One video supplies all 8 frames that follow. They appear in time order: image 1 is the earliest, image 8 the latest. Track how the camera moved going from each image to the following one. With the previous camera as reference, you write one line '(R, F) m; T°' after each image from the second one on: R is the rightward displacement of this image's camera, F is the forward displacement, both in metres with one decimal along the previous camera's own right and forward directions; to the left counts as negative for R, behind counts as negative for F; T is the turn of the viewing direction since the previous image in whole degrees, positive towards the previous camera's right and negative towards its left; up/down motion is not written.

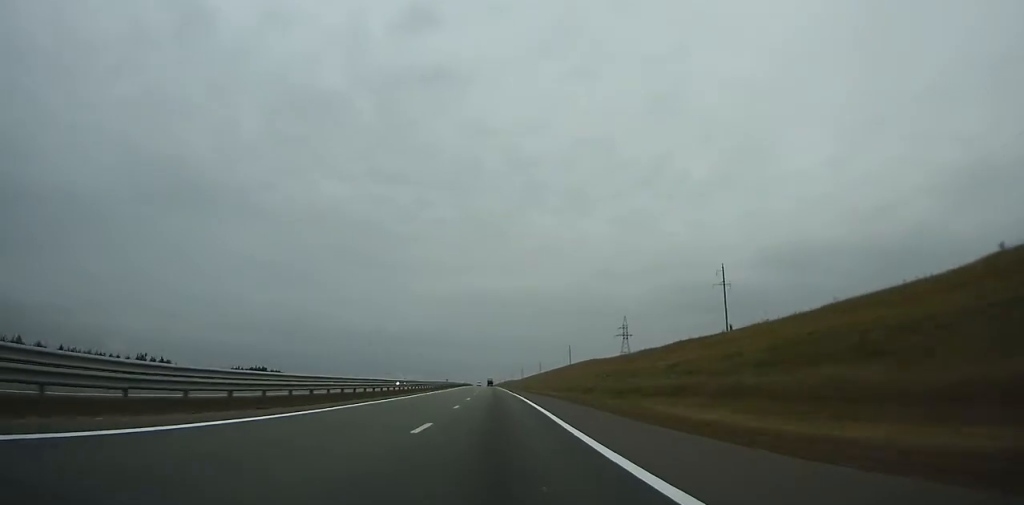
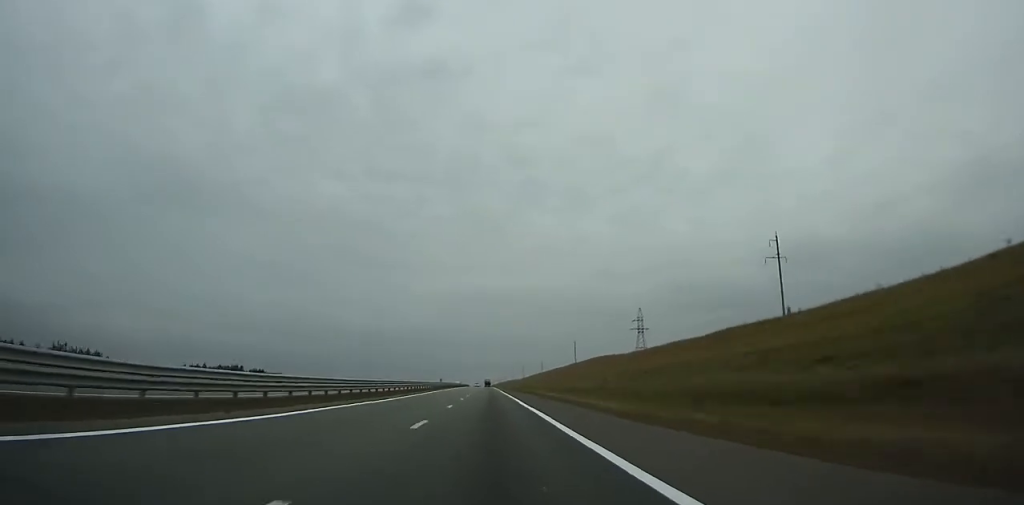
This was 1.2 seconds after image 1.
(+0.2, +34.6) m; 0°
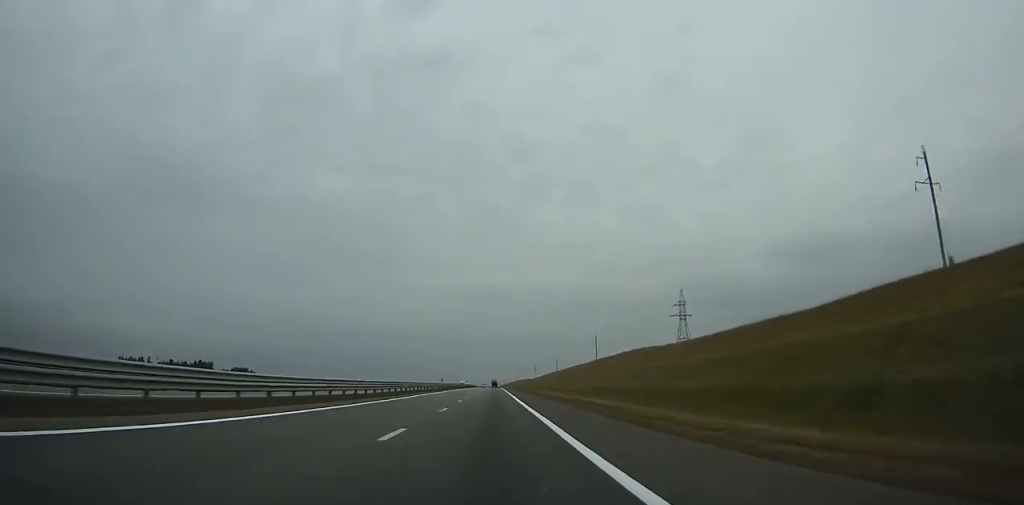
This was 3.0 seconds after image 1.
(-0.3, +51.5) m; 0°
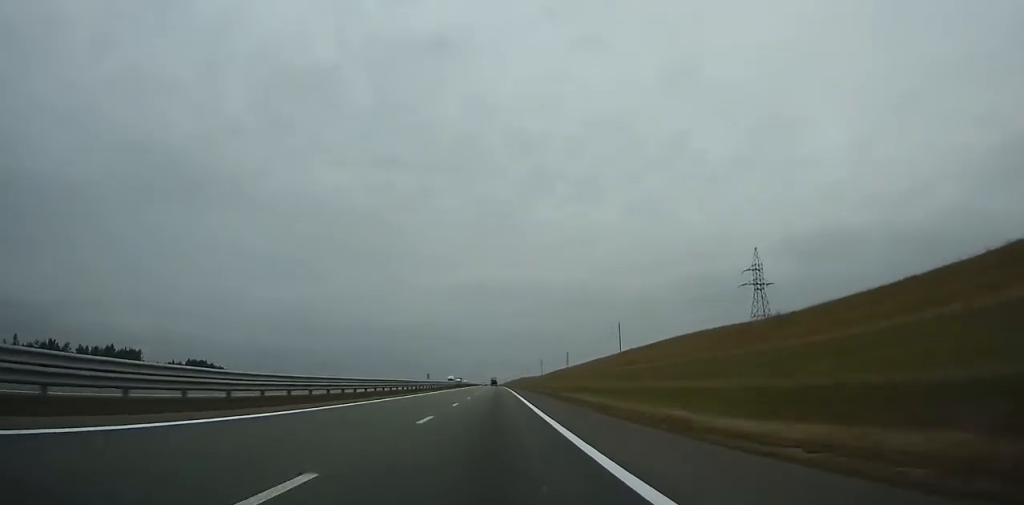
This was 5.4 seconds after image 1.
(-0.3, +68.7) m; 0°
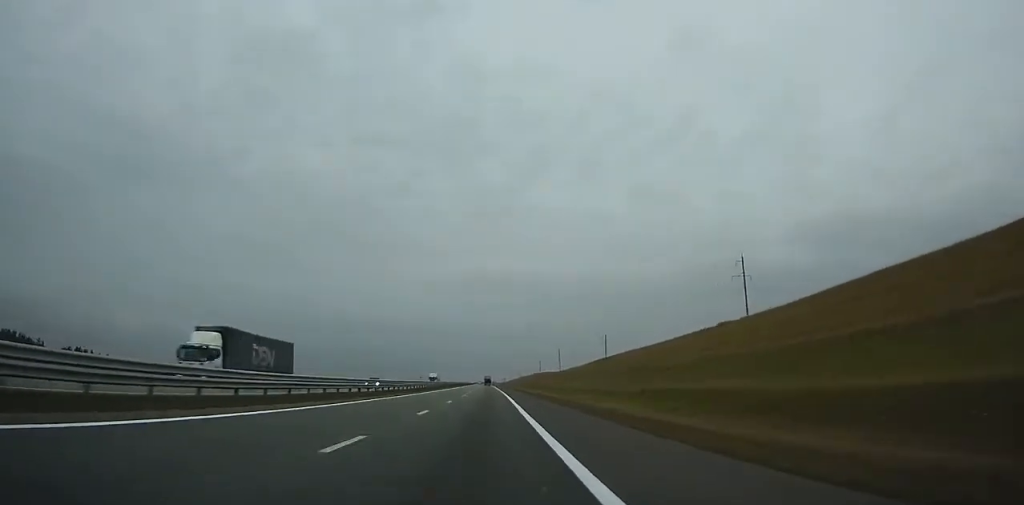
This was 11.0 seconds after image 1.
(+0.2, +162.1) m; 0°
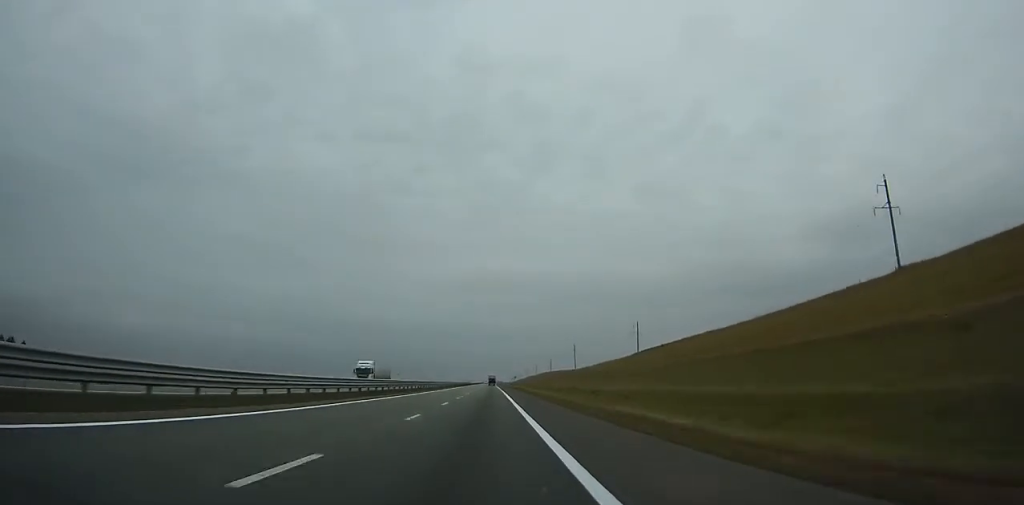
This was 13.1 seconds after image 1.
(-0.1, +62.0) m; 0°
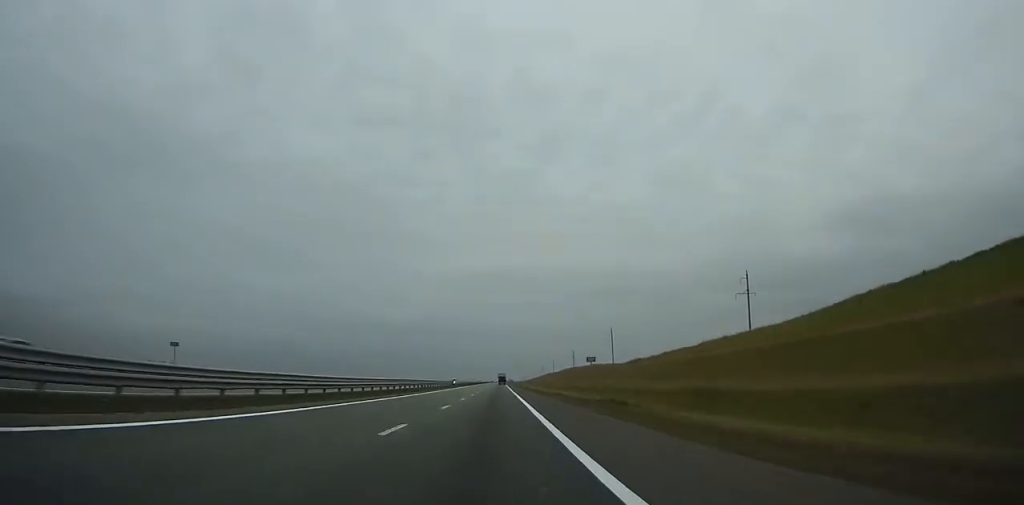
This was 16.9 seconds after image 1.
(-1.0, +113.8) m; -1°
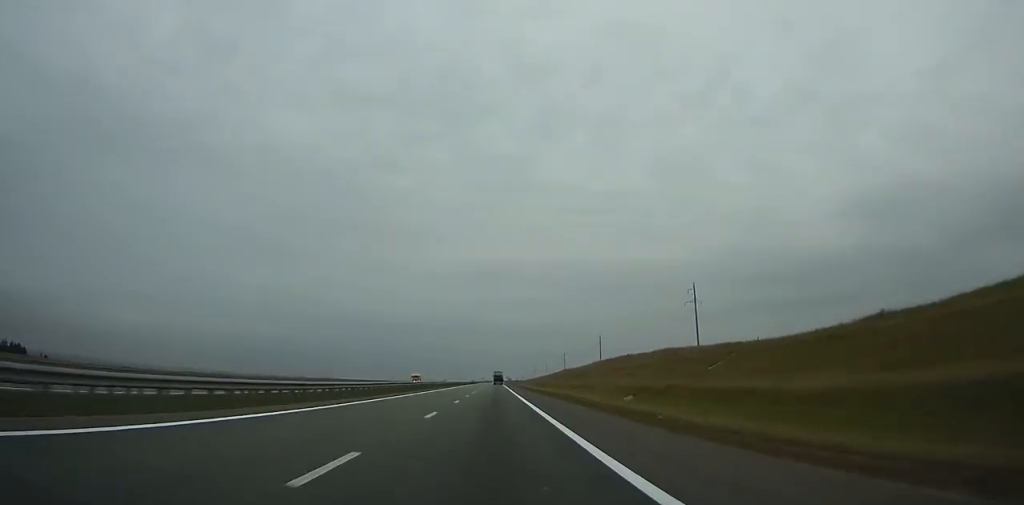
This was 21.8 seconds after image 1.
(-0.4, +149.2) m; 0°
